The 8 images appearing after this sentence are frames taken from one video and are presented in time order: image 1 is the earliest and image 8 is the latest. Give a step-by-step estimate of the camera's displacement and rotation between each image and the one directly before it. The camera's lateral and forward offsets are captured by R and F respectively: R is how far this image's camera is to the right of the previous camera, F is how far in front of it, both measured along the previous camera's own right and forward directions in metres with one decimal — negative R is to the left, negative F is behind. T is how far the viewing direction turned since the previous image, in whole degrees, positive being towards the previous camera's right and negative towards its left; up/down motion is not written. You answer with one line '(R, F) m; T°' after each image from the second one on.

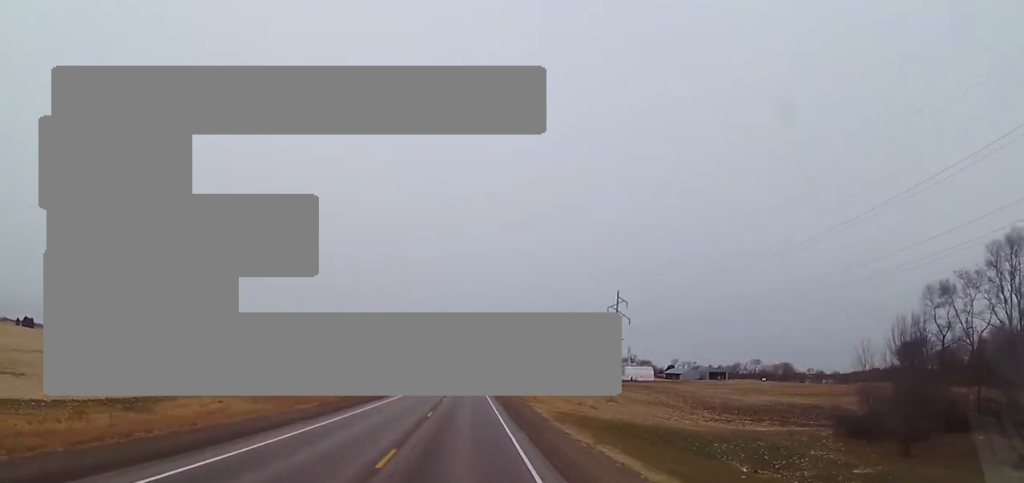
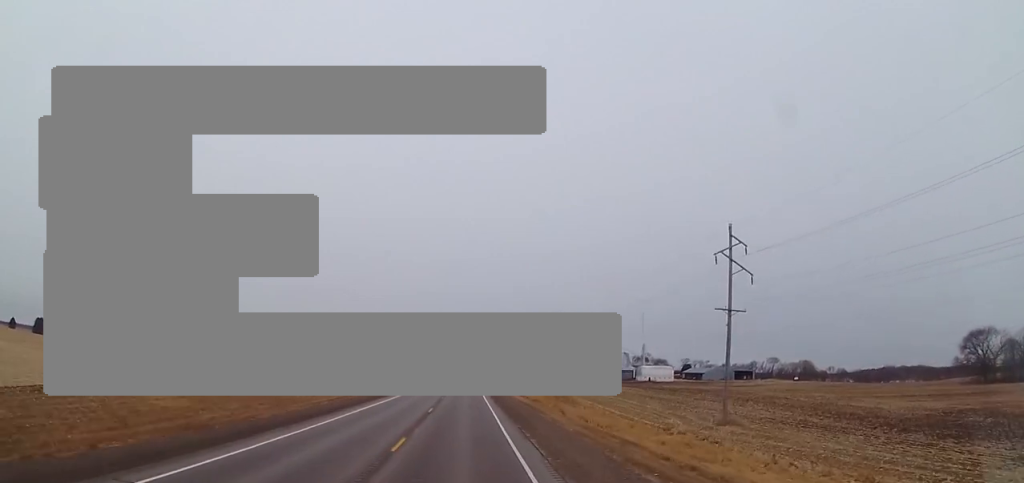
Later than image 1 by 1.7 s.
(+0.7, +42.0) m; +1°
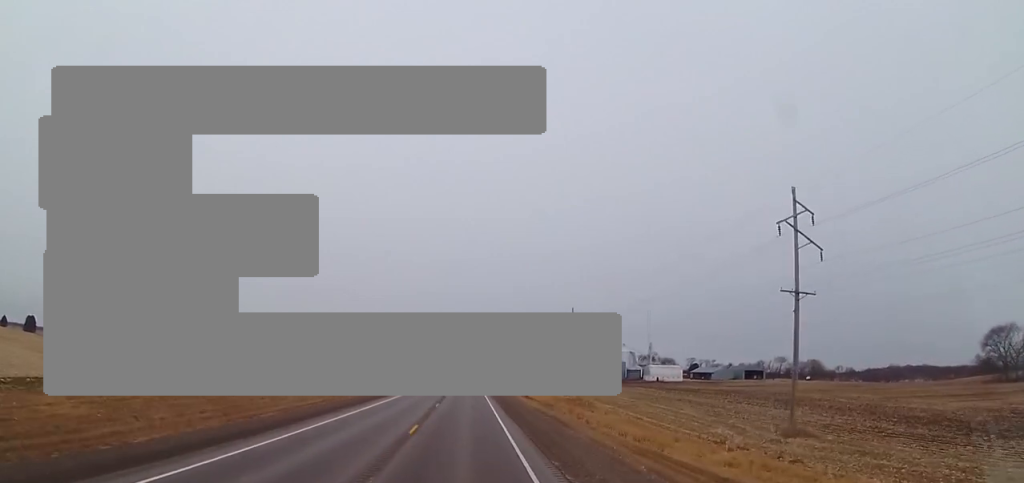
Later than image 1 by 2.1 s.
(+0.1, +10.9) m; 0°
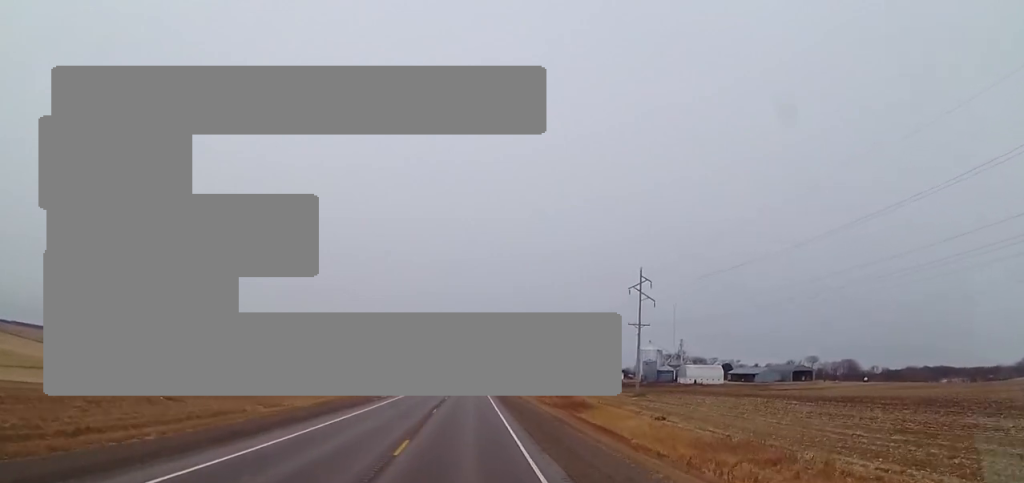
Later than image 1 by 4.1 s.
(-1.0, +49.8) m; -1°
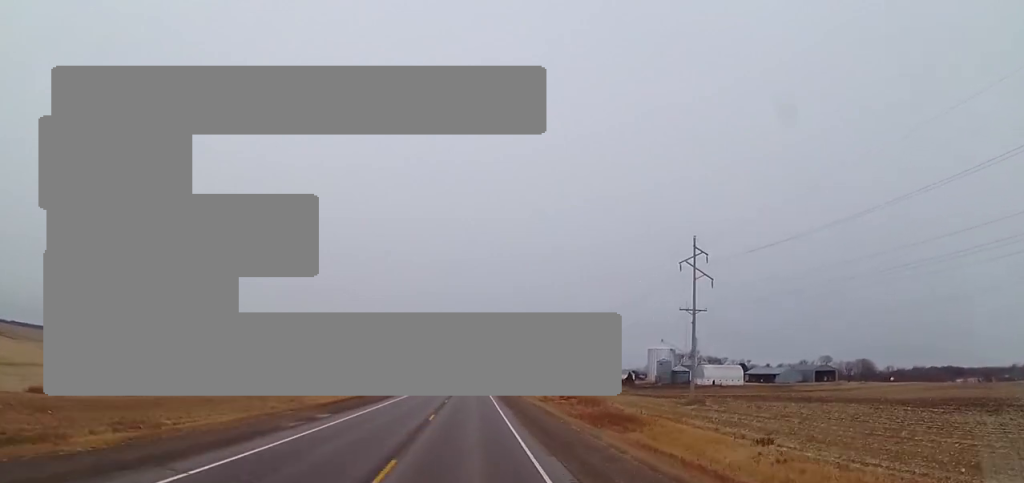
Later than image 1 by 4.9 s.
(-0.2, +19.1) m; +1°
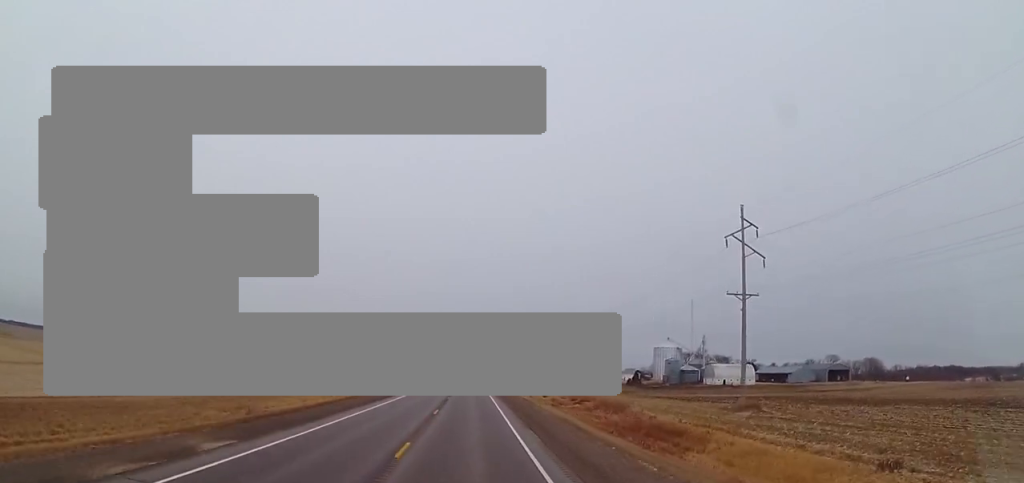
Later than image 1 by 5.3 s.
(+0.2, +11.6) m; 0°
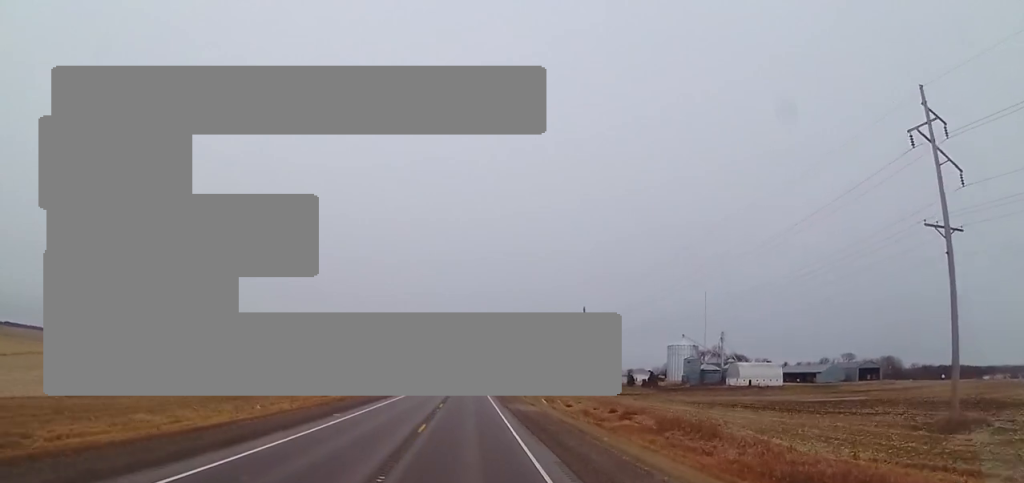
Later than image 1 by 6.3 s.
(+0.3, +24.1) m; 0°
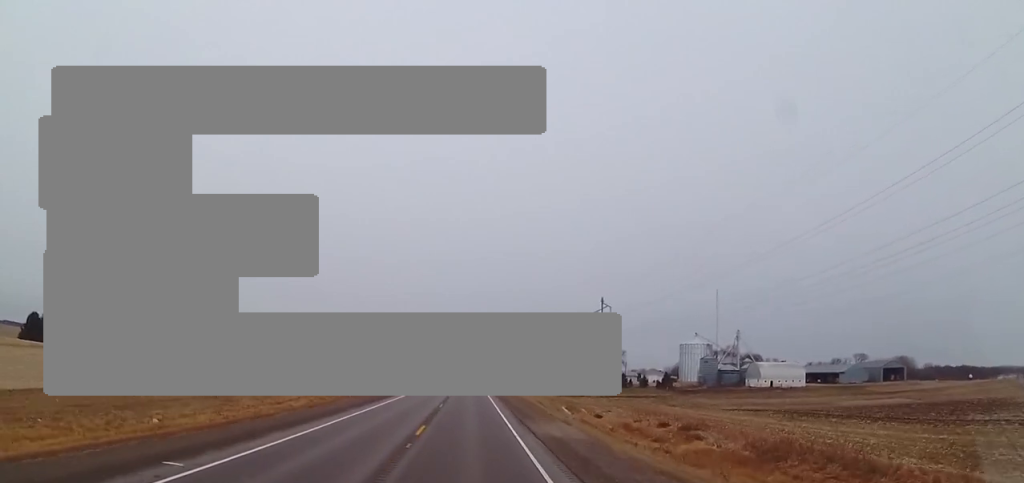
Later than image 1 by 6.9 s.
(-0.3, +15.7) m; -1°
